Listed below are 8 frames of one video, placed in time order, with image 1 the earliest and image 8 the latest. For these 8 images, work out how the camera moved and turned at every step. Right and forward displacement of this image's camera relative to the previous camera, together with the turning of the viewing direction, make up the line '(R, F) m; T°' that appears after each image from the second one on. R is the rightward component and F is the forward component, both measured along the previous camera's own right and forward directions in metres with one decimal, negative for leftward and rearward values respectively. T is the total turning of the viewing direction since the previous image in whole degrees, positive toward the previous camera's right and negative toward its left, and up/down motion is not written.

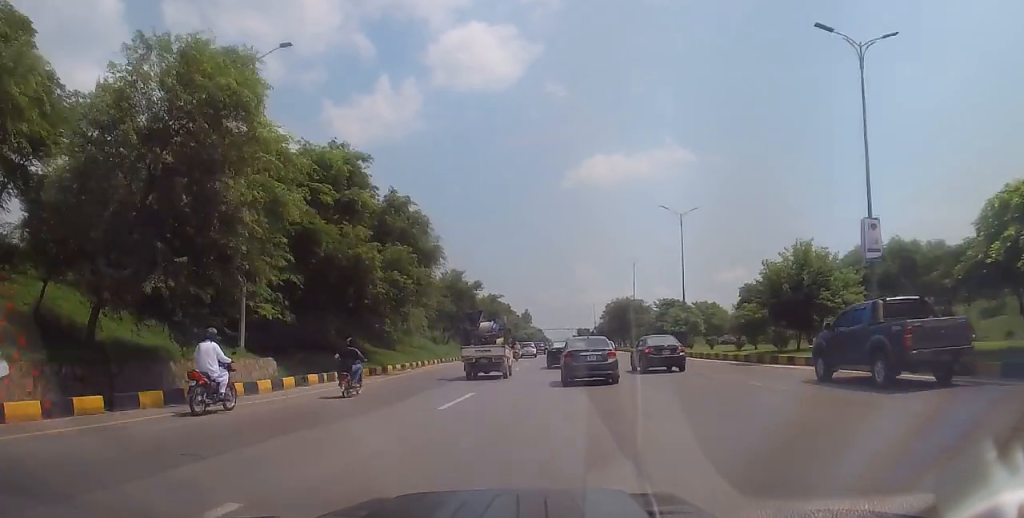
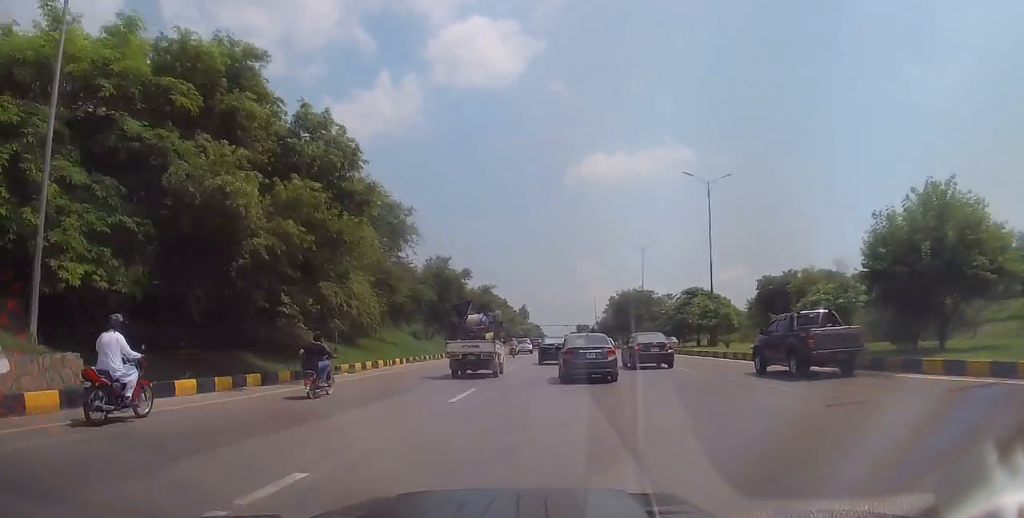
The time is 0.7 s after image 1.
(-0.5, +11.5) m; -1°
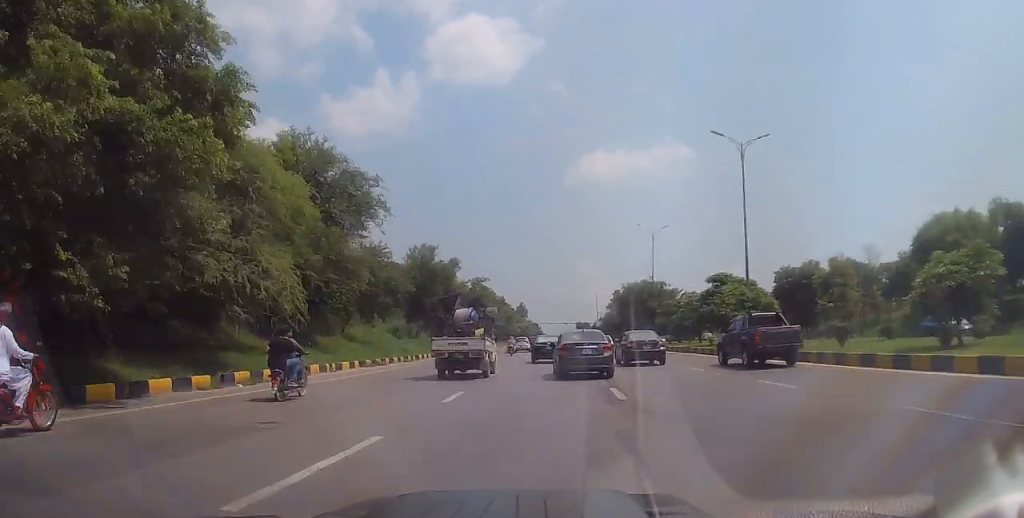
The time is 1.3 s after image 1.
(+0.1, +9.4) m; 0°
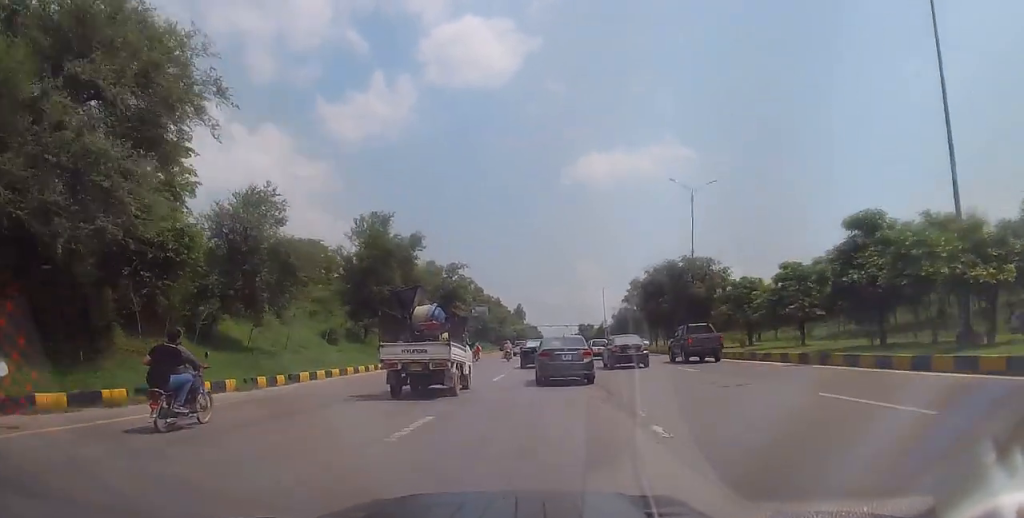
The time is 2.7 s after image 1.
(-0.1, +21.7) m; +1°
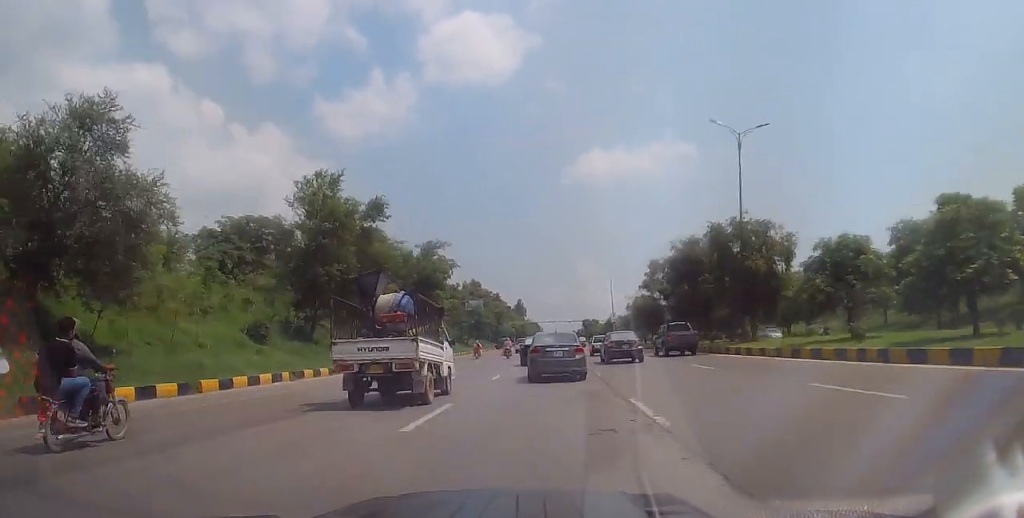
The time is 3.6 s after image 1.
(+0.4, +13.5) m; 0°
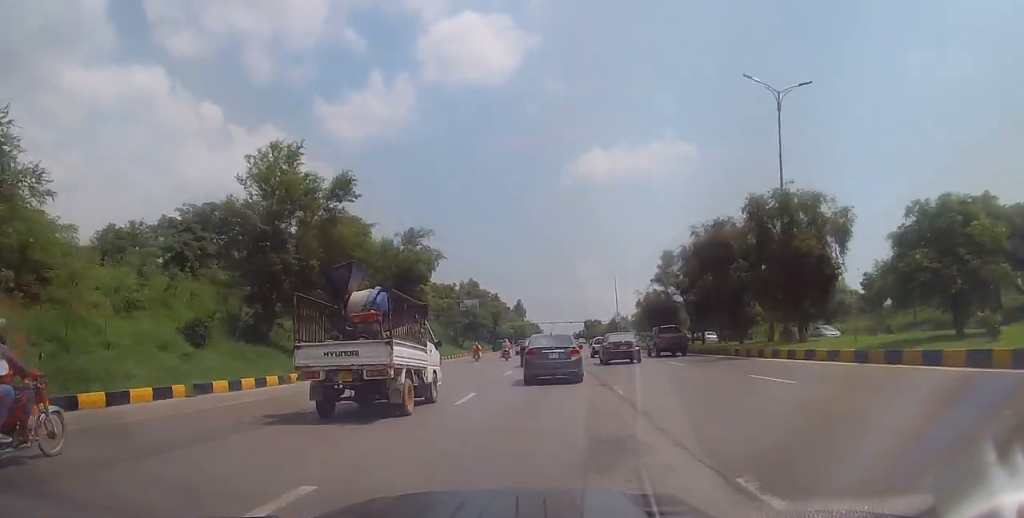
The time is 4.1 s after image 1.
(+0.1, +7.3) m; 0°
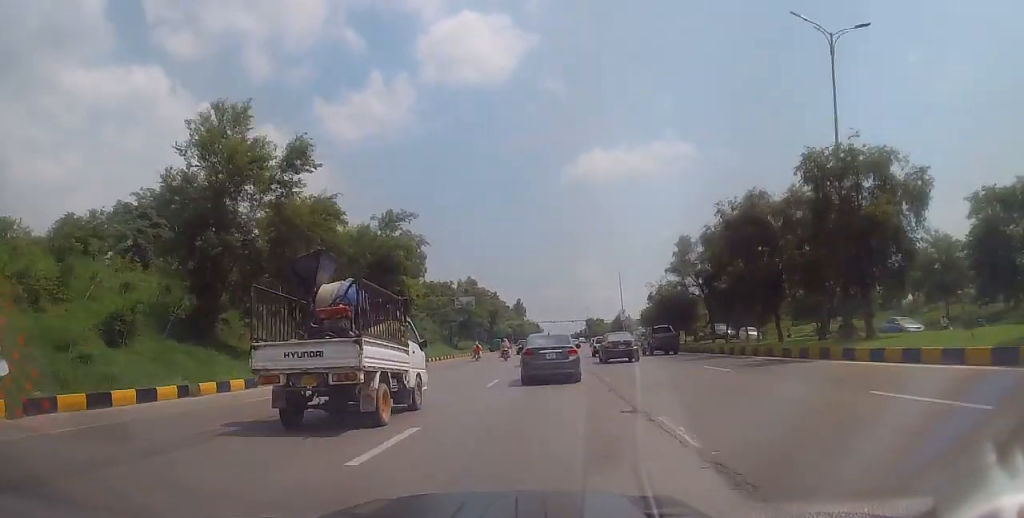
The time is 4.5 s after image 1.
(-0.3, +6.8) m; 0°
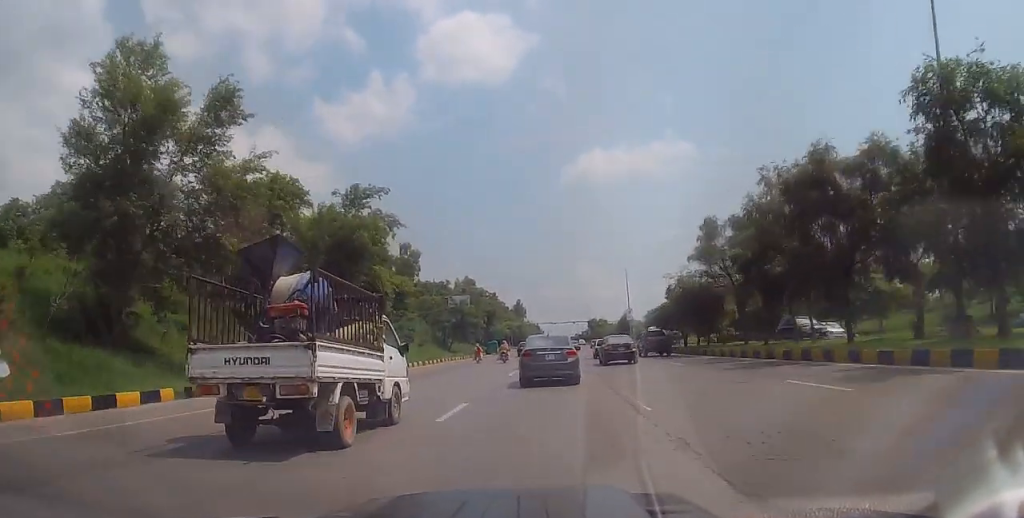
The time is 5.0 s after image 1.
(-0.2, +7.8) m; 0°
